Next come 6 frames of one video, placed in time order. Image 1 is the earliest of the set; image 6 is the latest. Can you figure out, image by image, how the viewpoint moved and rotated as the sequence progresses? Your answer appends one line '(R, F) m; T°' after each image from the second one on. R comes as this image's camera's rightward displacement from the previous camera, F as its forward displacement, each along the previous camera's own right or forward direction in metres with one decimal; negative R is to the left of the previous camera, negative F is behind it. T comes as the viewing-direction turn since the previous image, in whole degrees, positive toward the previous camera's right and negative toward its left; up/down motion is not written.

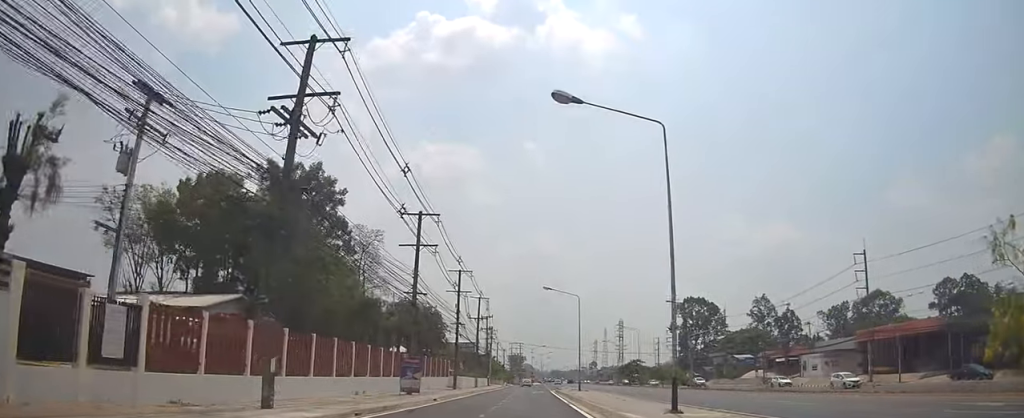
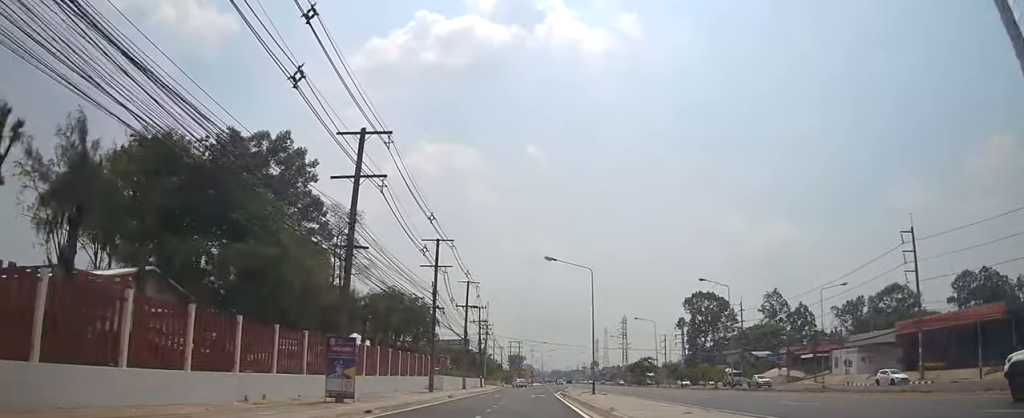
(-0.1, +13.2) m; -1°
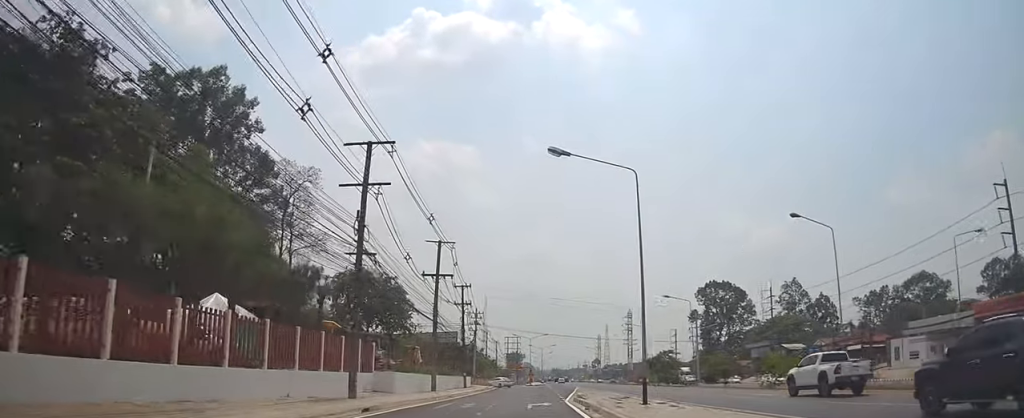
(-0.1, +19.2) m; 0°
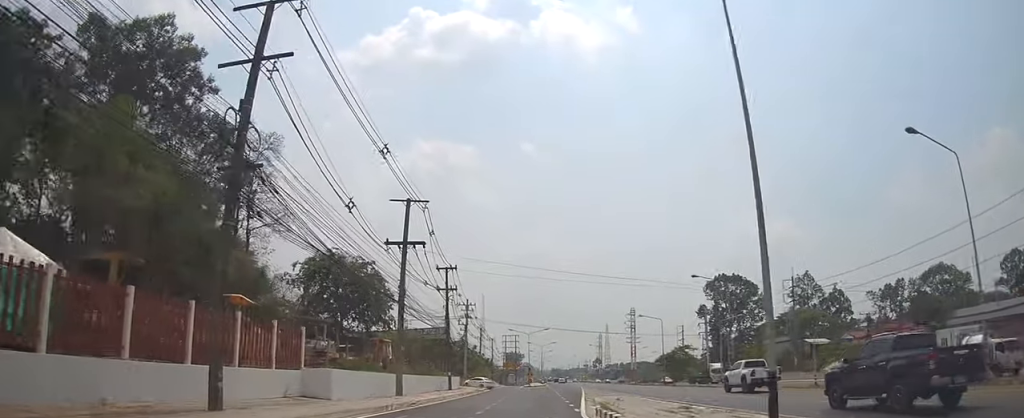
(+0.3, +11.6) m; 0°
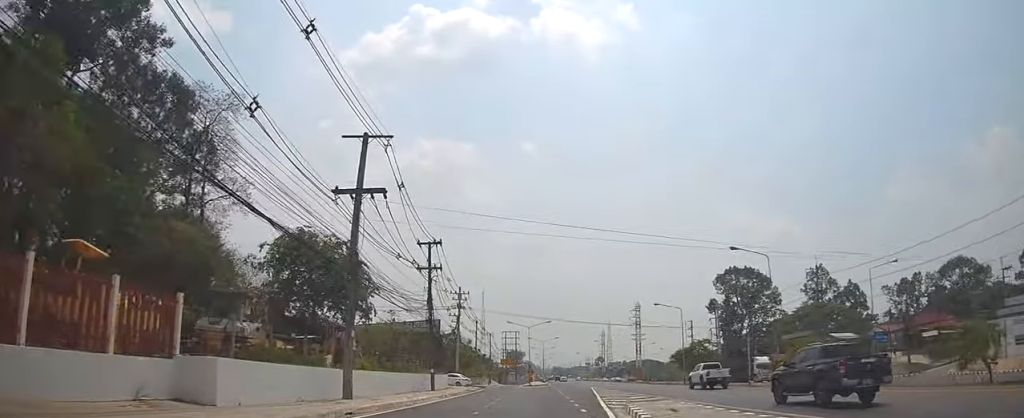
(-0.4, +10.1) m; -1°
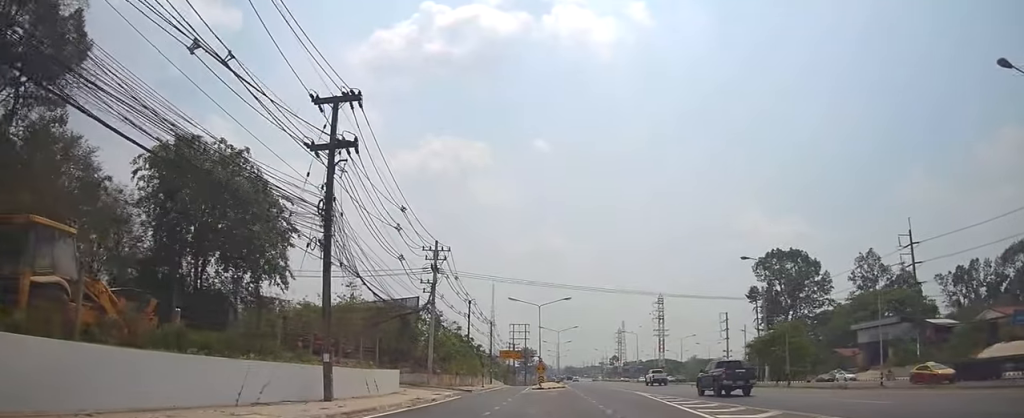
(+0.3, +26.3) m; +3°
